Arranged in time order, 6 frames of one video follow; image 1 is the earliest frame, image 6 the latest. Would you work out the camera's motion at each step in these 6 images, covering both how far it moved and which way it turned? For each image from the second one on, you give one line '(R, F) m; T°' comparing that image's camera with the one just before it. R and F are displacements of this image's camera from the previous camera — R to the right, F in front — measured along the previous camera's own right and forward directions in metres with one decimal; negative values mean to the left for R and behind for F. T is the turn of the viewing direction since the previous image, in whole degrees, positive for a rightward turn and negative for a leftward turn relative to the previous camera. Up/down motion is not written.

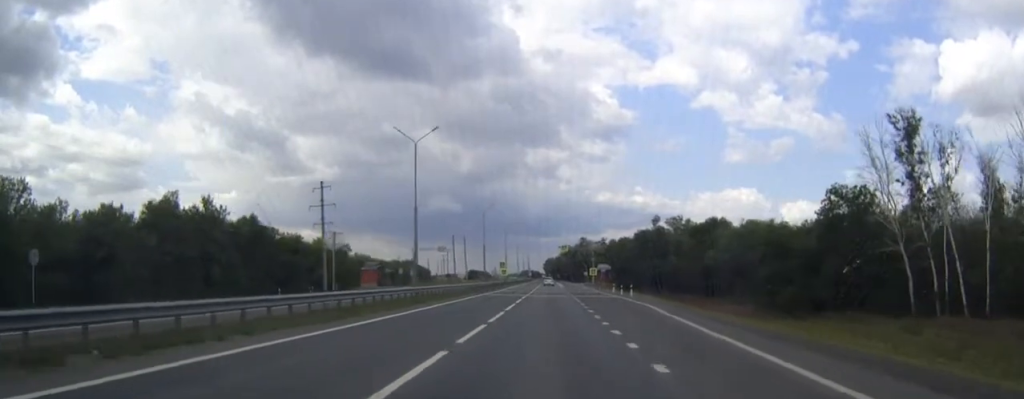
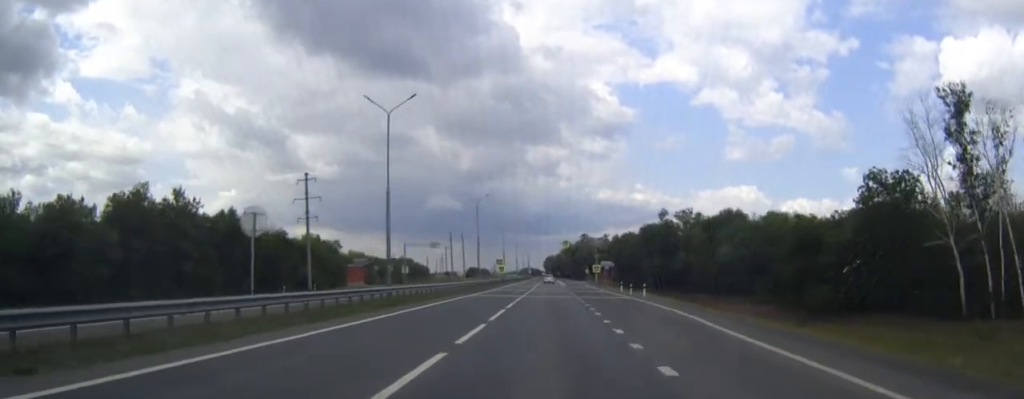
(0.0, +8.4) m; 0°
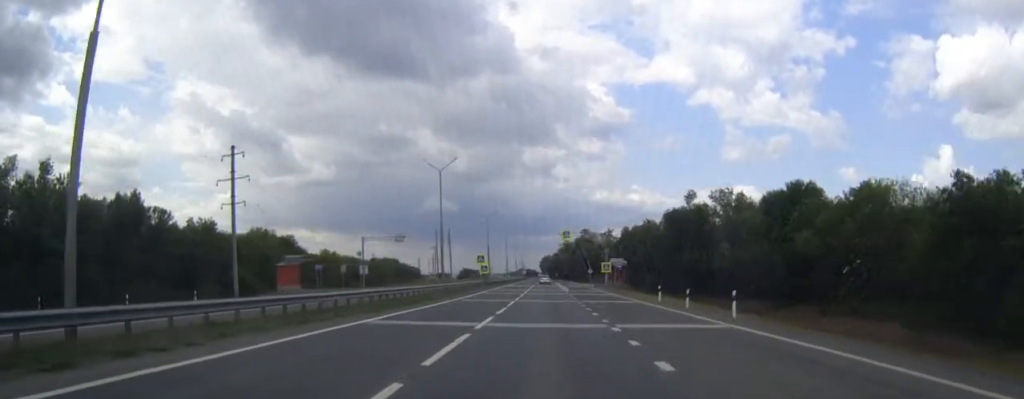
(+0.1, +27.7) m; 0°
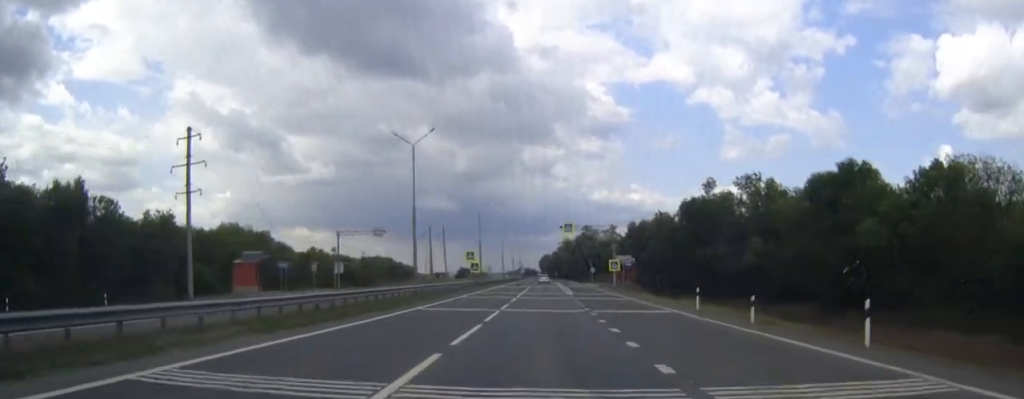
(0.0, +12.3) m; 0°
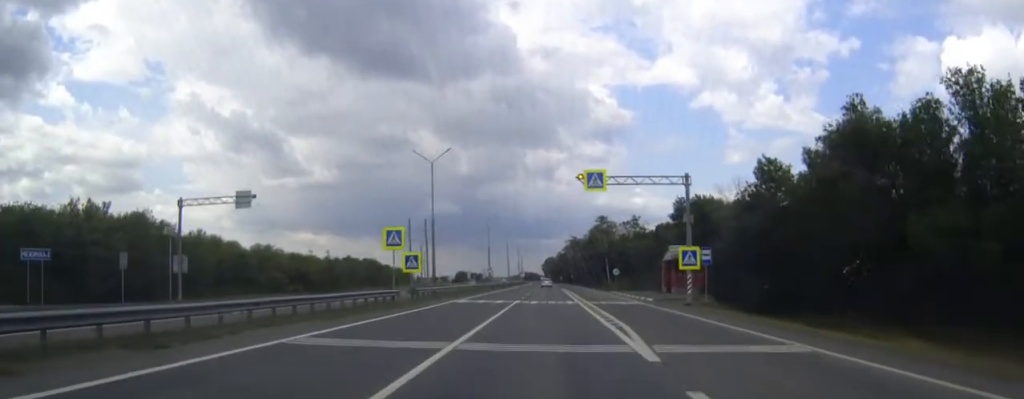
(-0.1, +43.1) m; 0°
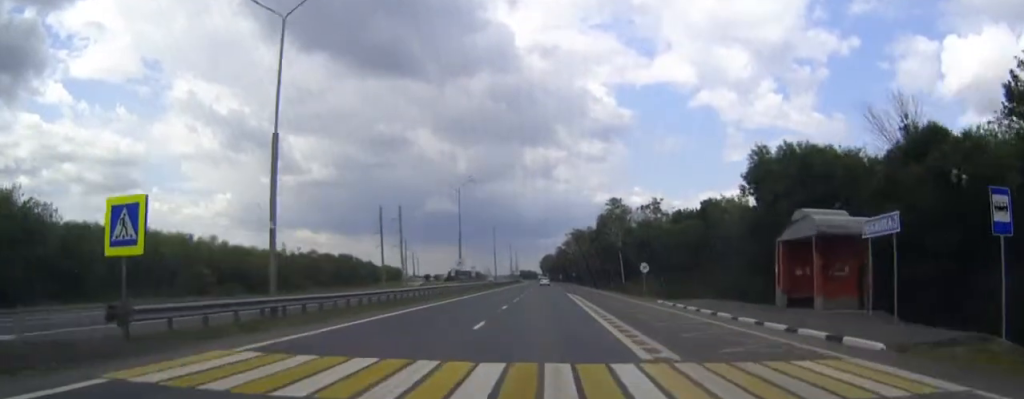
(0.0, +32.7) m; 0°
